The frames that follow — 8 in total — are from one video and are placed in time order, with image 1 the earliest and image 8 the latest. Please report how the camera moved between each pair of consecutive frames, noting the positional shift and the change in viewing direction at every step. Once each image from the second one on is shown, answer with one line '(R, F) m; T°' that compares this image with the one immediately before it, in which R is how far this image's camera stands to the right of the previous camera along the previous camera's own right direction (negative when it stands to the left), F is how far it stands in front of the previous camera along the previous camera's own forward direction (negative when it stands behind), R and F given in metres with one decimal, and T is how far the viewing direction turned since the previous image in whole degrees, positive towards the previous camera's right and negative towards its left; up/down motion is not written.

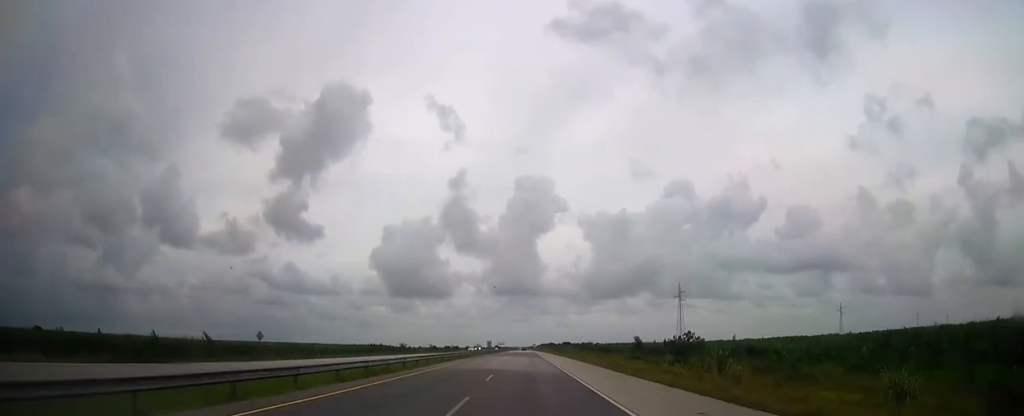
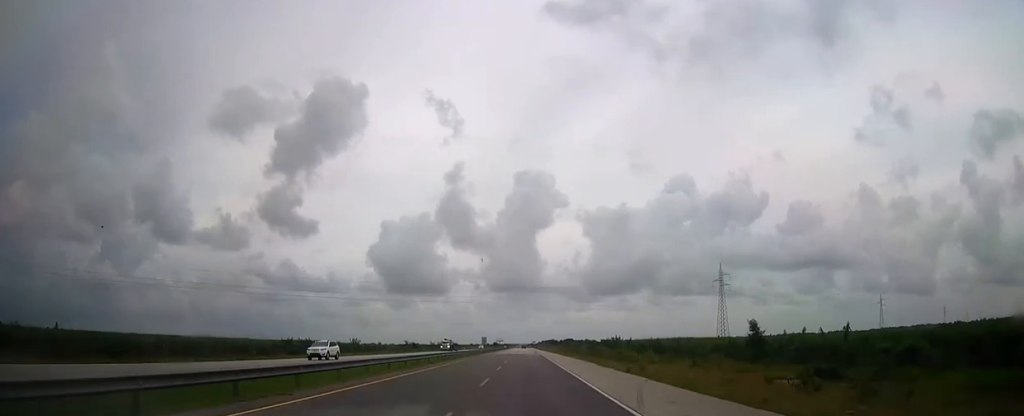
(+0.3, +64.3) m; 0°
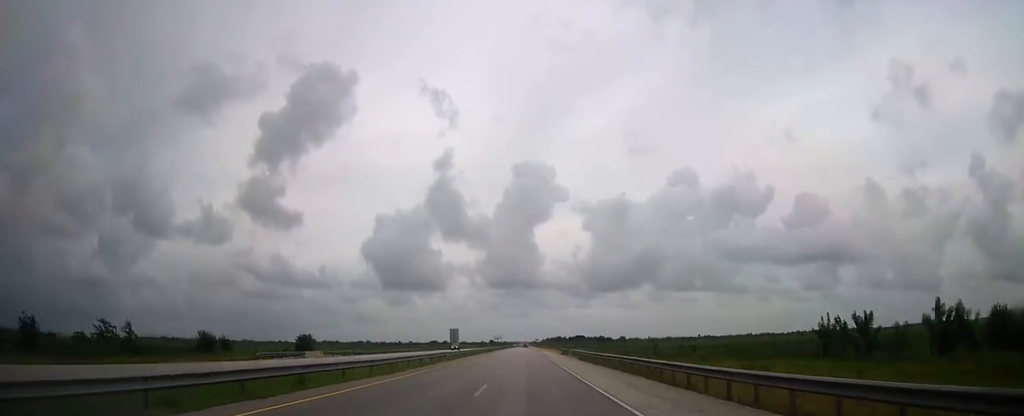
(-0.2, +184.6) m; 0°
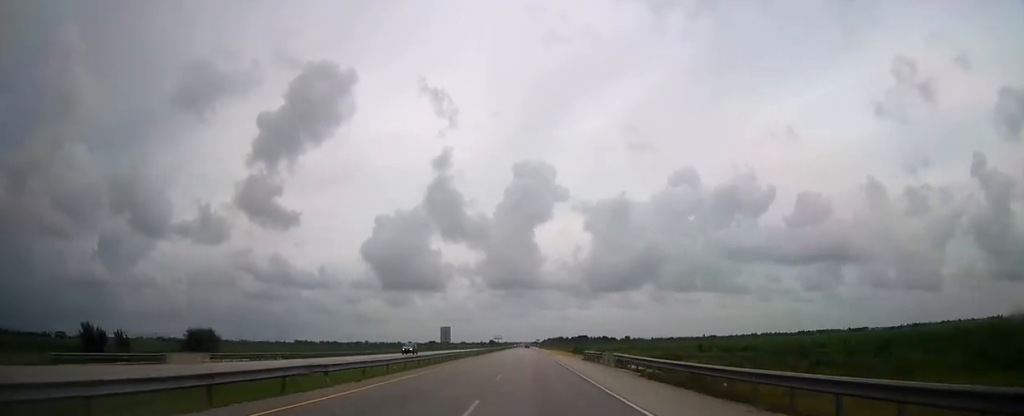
(0.0, +29.9) m; 0°
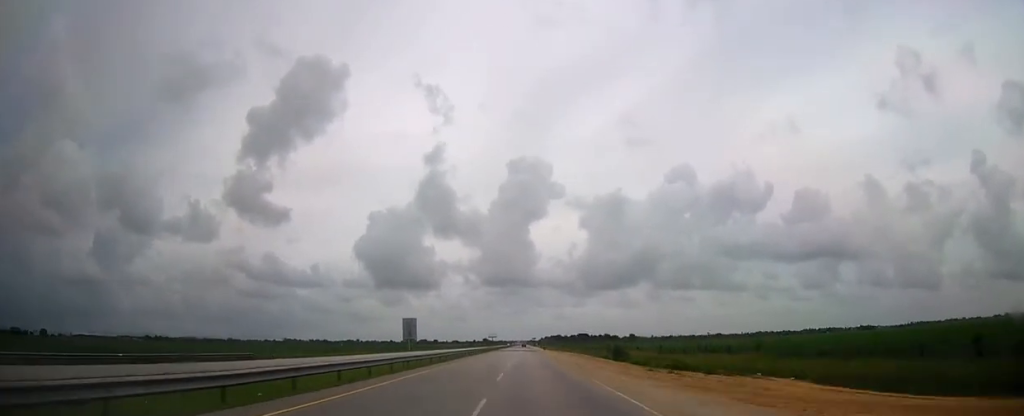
(0.0, +59.4) m; 0°
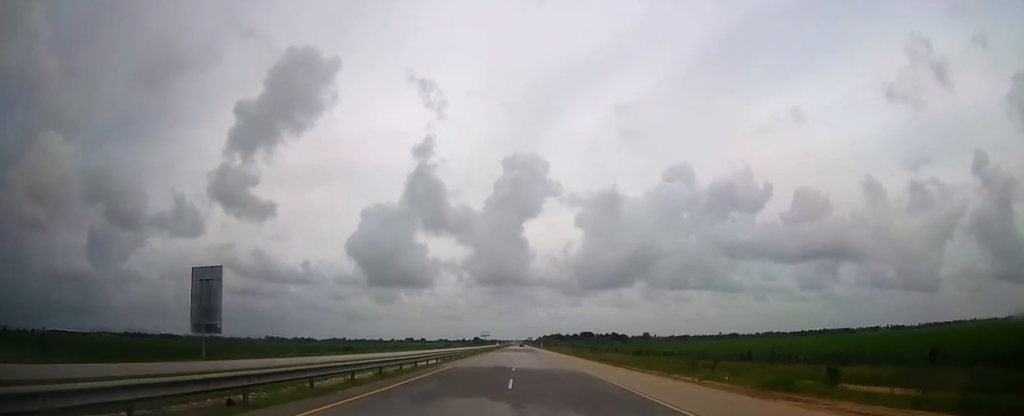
(+0.2, +99.4) m; 0°
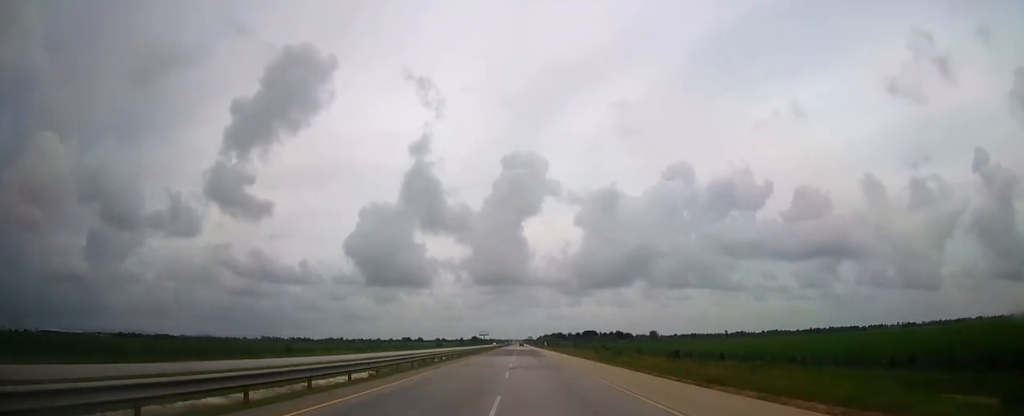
(+0.1, +32.2) m; 0°
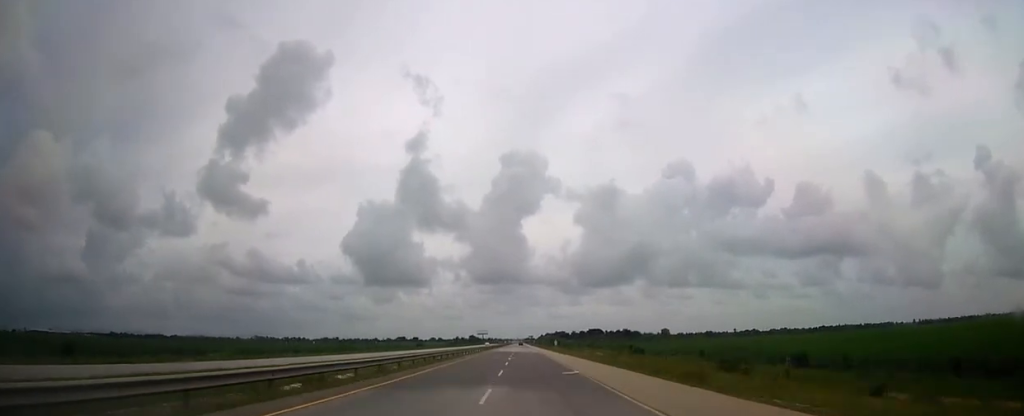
(0.0, +46.1) m; 0°
